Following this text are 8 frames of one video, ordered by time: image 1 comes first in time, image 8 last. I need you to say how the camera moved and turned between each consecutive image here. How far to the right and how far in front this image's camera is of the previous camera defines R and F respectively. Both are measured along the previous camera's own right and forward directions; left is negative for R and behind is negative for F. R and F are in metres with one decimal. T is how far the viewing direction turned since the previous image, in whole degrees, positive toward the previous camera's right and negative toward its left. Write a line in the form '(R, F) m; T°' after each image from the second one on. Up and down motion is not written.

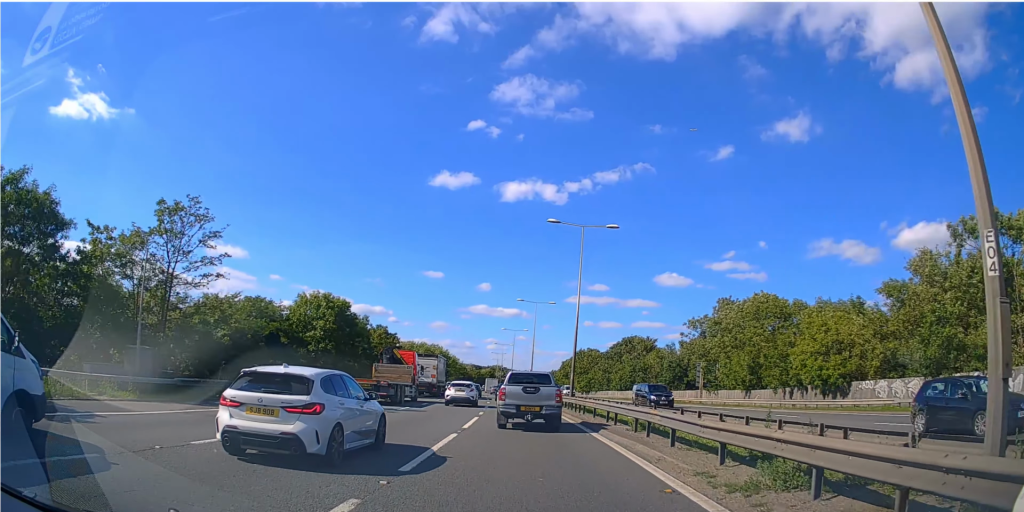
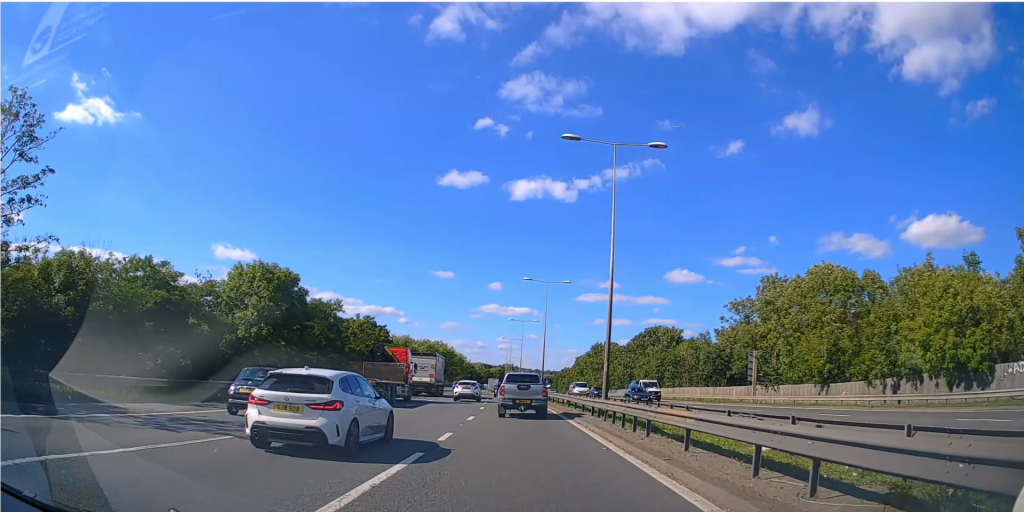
(-0.1, +11.1) m; -1°
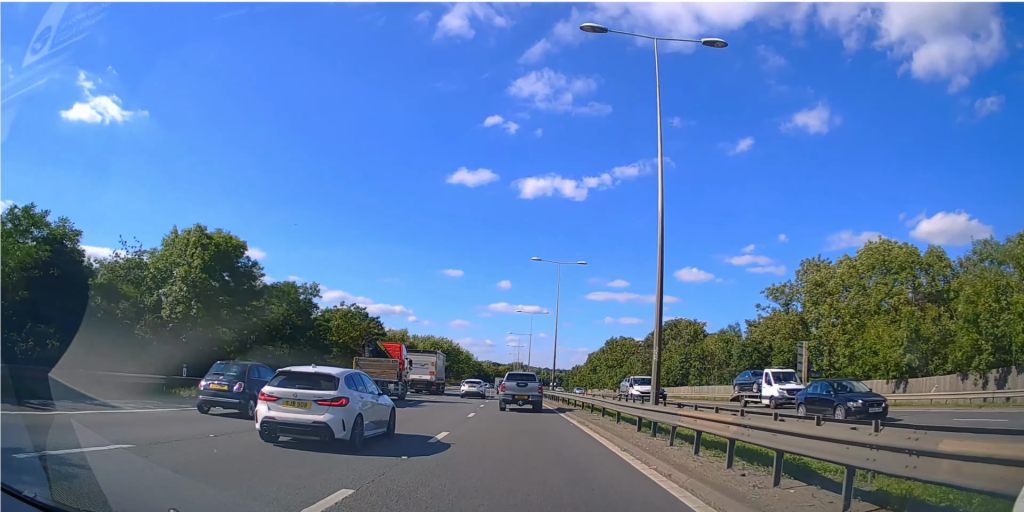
(0.0, +7.6) m; -1°
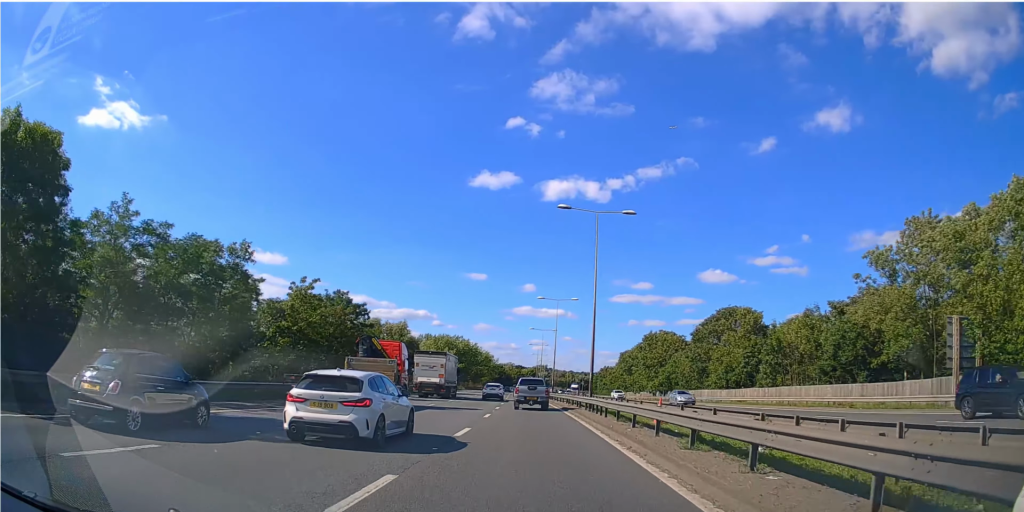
(-0.2, +14.1) m; -2°
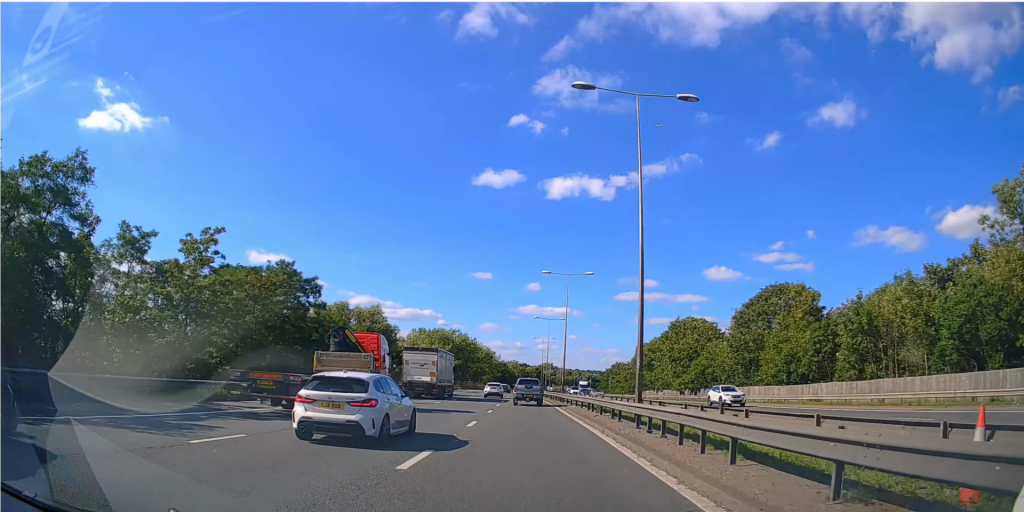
(-0.2, +14.1) m; -1°
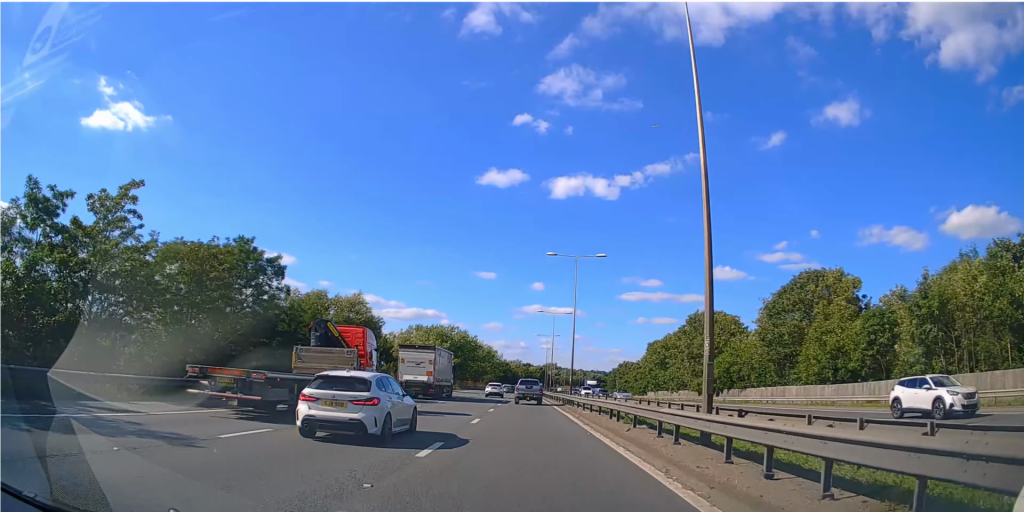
(0.0, +7.6) m; 0°
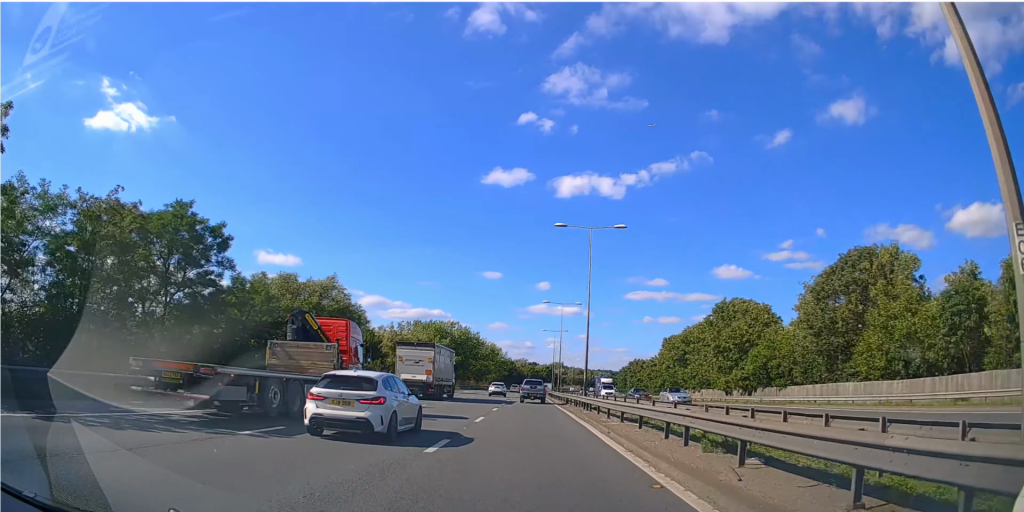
(0.0, +8.4) m; 0°
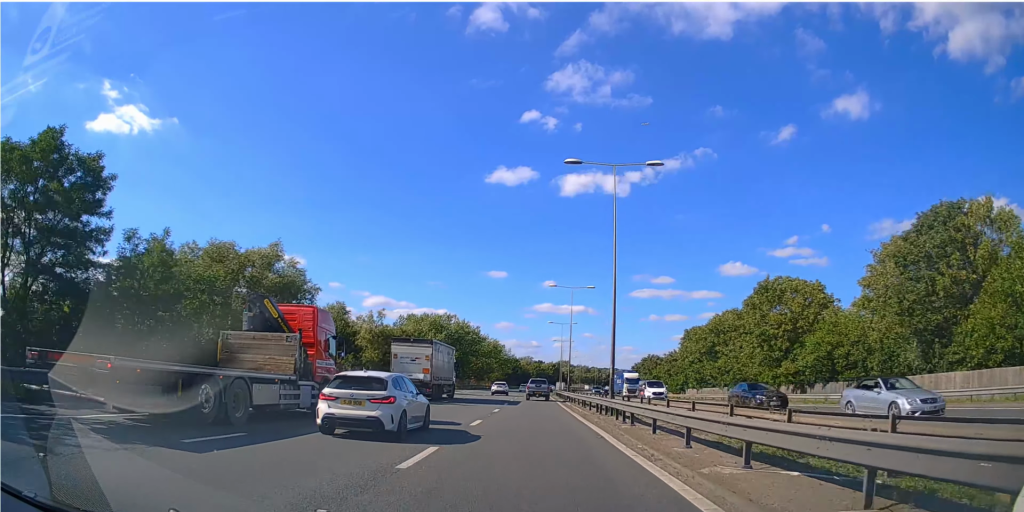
(0.0, +11.3) m; -1°
